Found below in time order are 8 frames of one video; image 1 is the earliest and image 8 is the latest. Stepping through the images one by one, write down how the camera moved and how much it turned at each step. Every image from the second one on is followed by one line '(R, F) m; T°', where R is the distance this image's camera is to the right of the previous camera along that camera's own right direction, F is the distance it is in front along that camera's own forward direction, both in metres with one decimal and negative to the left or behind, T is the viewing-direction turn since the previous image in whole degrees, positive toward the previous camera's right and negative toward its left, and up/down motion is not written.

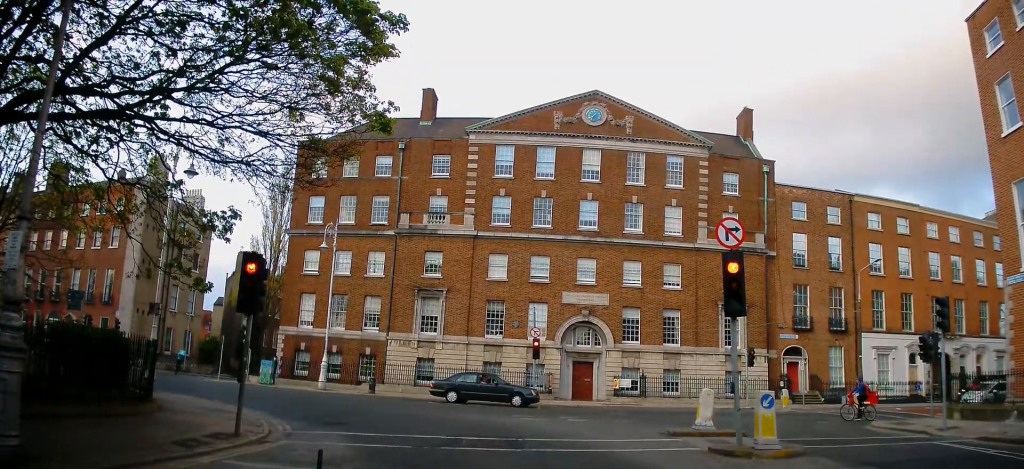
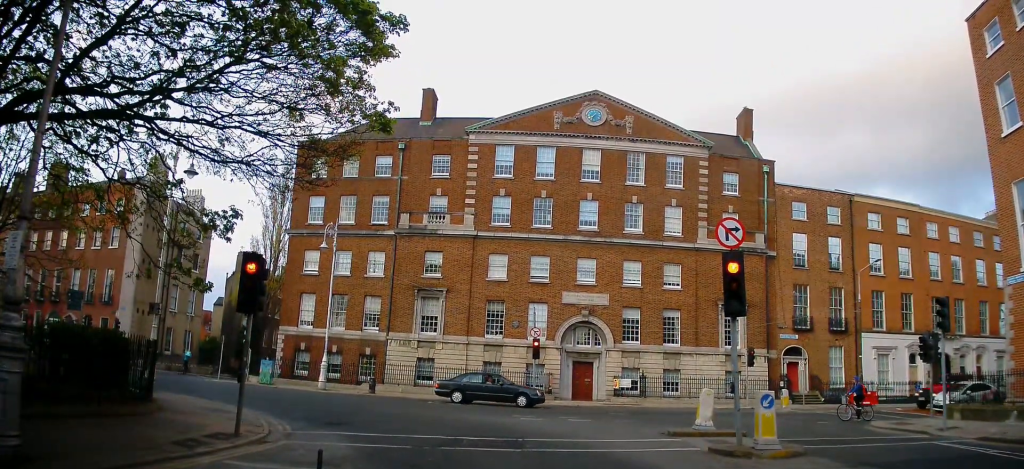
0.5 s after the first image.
(-0.2, +0.4) m; 0°
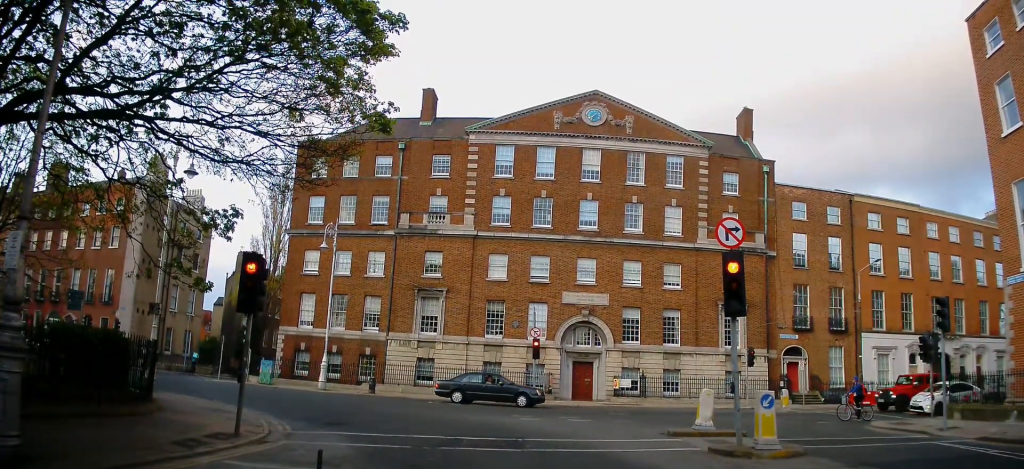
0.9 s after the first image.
(-0.1, +0.3) m; 0°
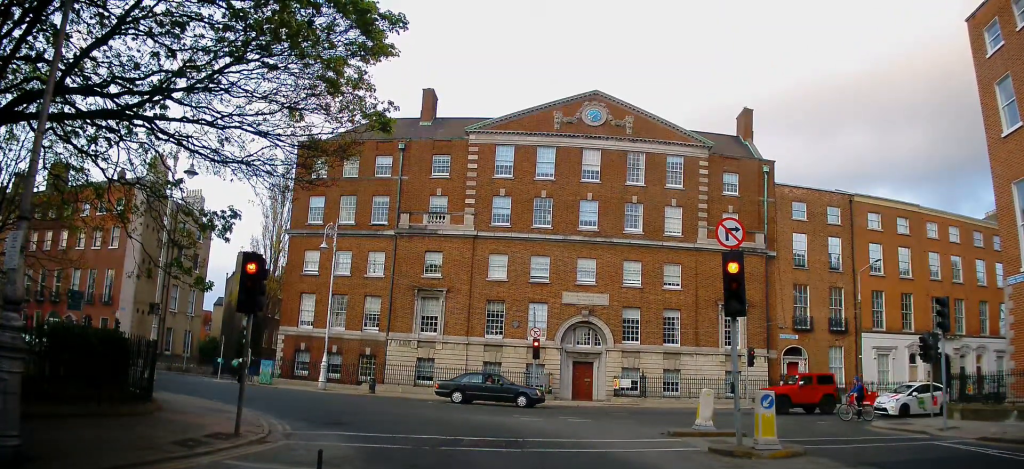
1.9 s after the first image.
(0.0, 0.0) m; 0°
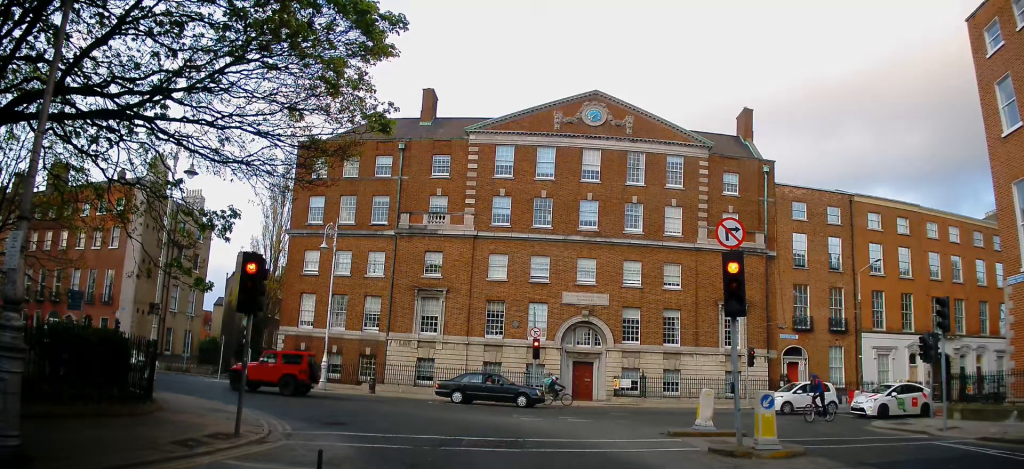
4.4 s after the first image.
(0.0, 0.0) m; 0°
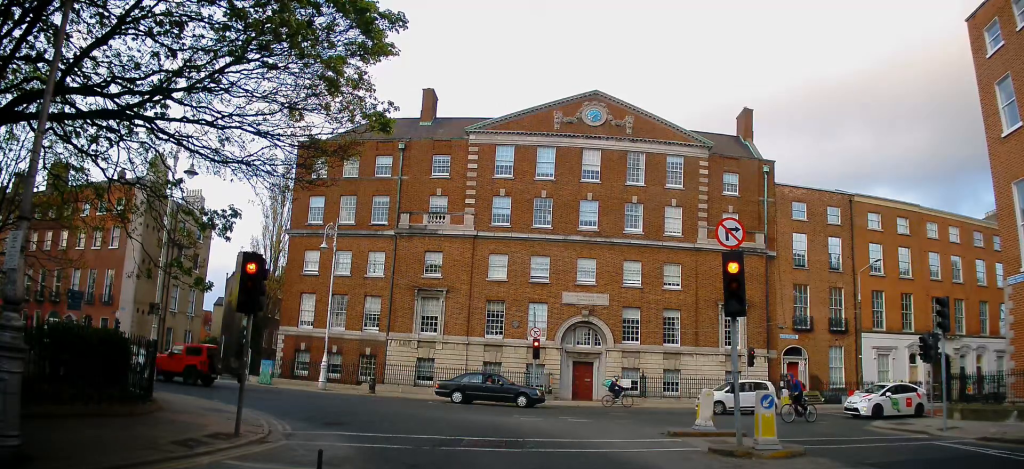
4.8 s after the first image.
(0.0, 0.0) m; 0°
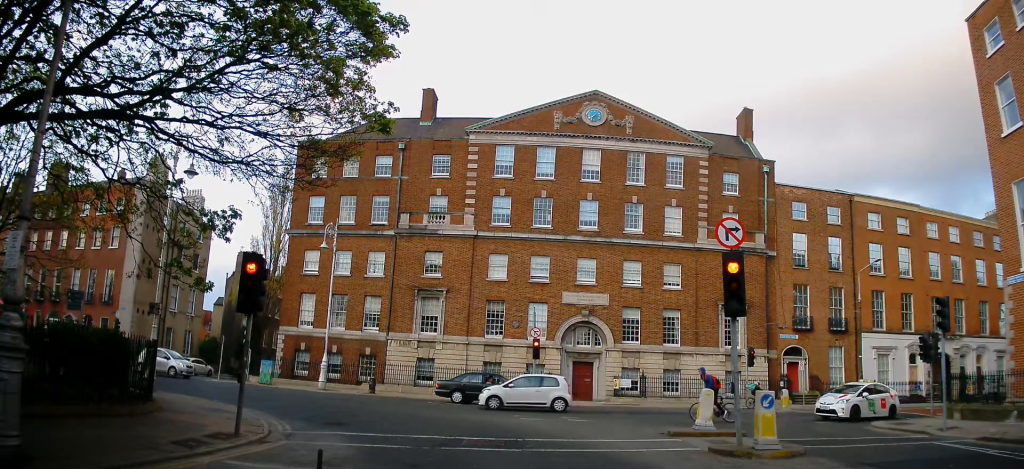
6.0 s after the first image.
(0.0, 0.0) m; 0°
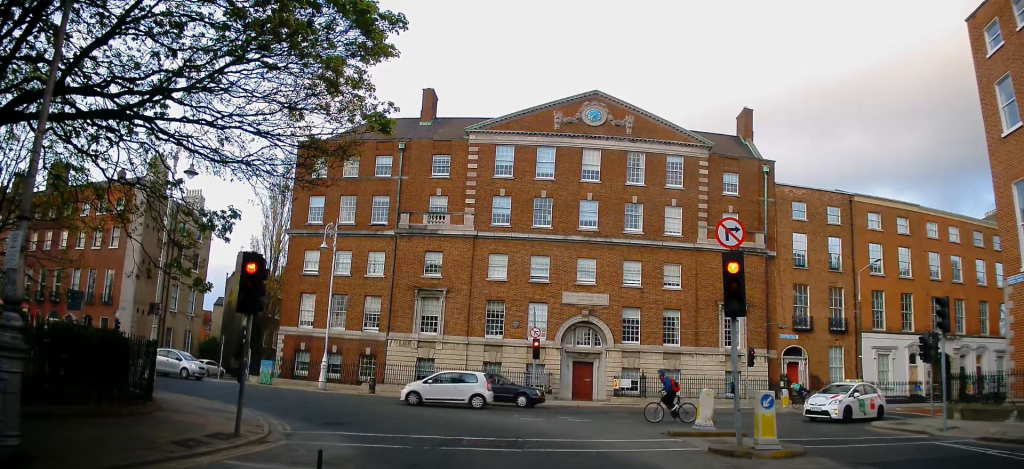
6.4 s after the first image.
(0.0, 0.0) m; 0°
